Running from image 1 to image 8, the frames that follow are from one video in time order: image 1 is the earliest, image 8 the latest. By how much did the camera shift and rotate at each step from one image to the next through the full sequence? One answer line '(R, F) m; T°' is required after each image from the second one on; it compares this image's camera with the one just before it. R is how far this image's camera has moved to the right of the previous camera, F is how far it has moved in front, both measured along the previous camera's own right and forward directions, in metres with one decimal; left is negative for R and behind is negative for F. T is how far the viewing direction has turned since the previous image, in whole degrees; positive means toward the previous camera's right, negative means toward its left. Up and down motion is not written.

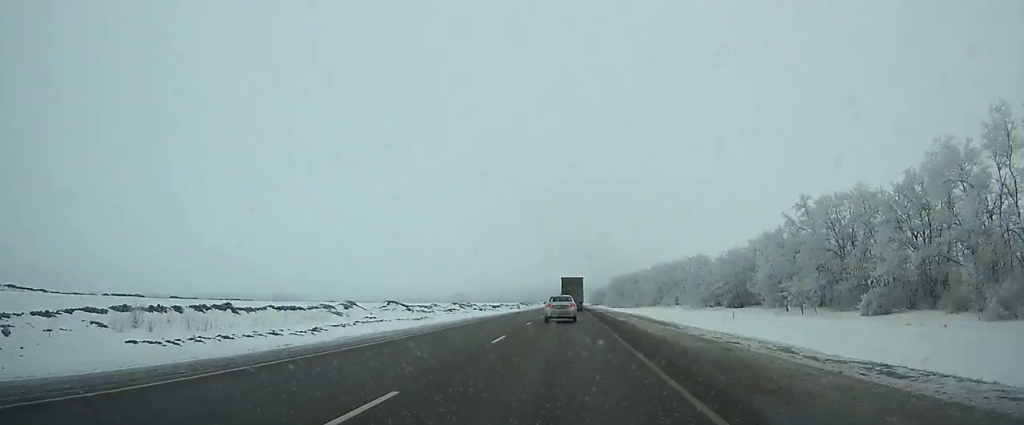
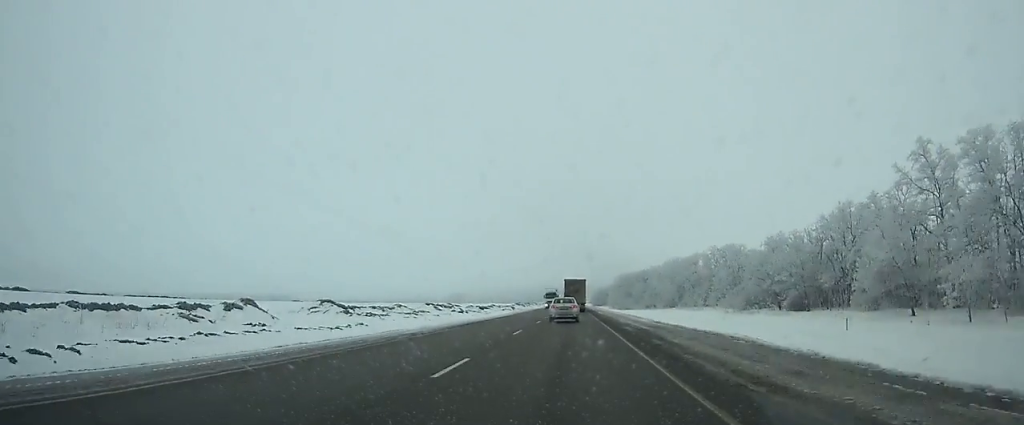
(0.0, +32.6) m; 0°
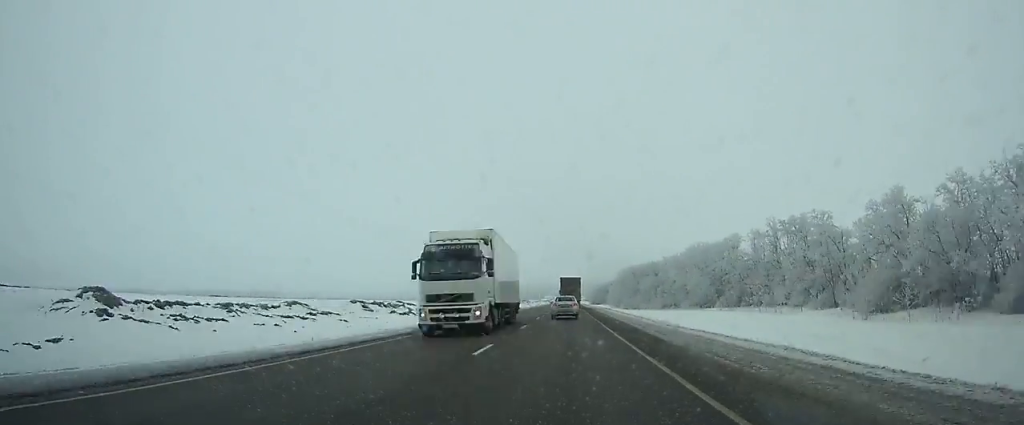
(+0.1, +45.0) m; 0°
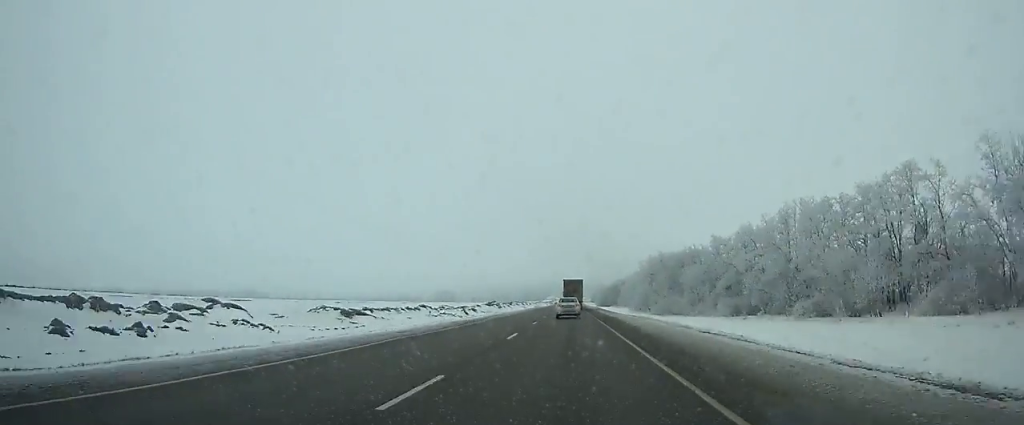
(-0.2, +68.8) m; 0°
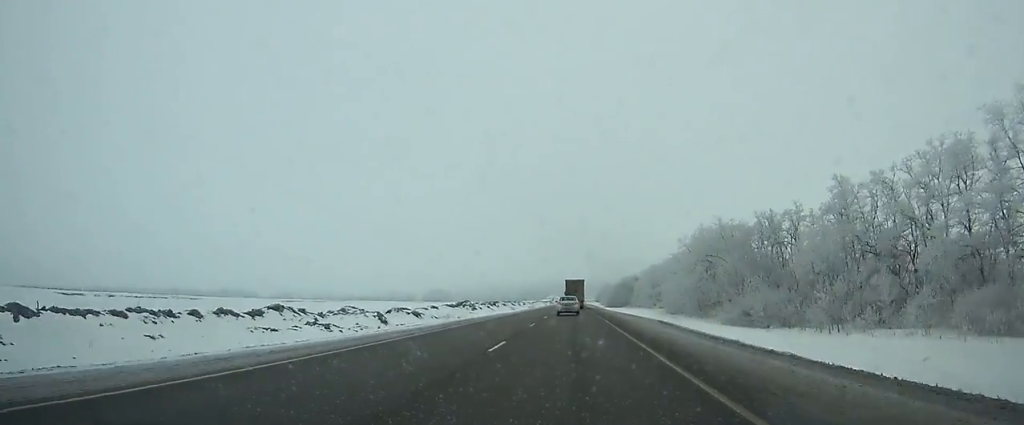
(0.0, +68.2) m; 0°
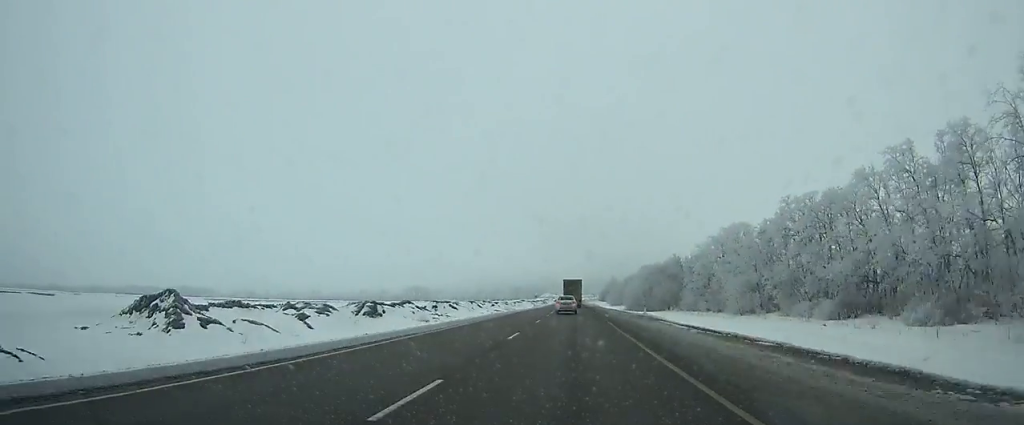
(+0.1, +132.5) m; 0°
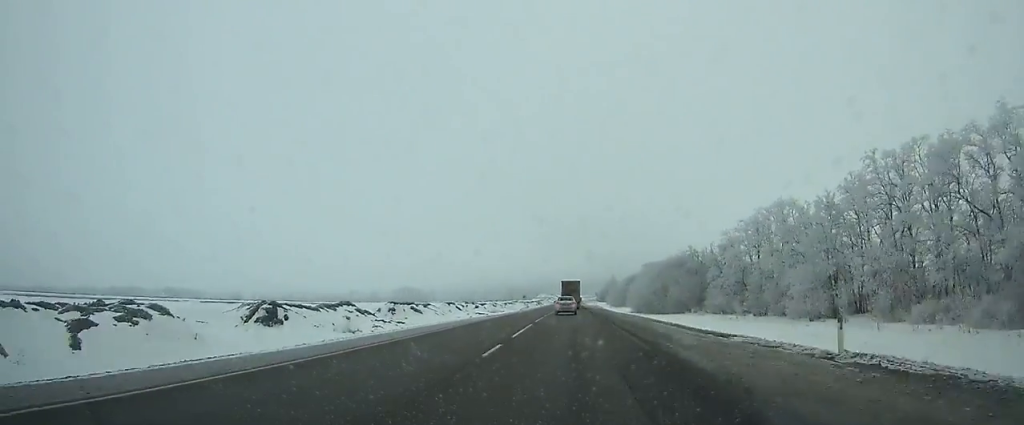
(+0.2, +29.6) m; 0°
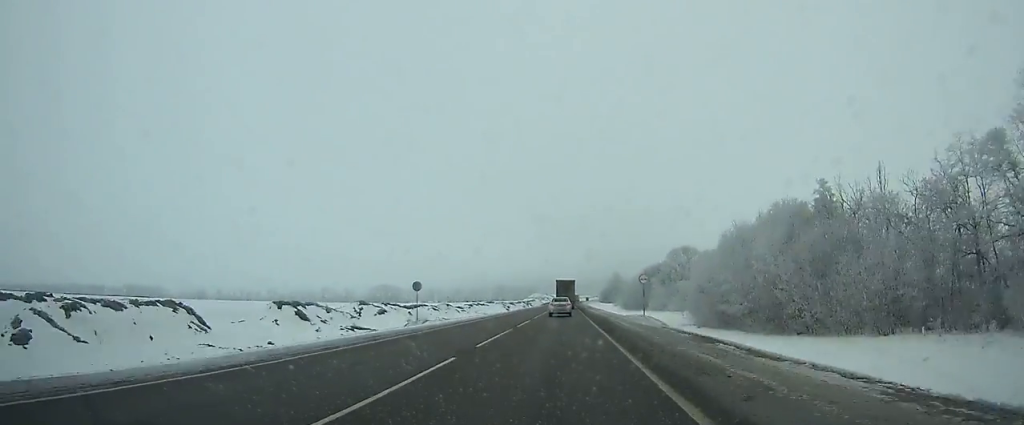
(+0.1, +90.0) m; 0°
